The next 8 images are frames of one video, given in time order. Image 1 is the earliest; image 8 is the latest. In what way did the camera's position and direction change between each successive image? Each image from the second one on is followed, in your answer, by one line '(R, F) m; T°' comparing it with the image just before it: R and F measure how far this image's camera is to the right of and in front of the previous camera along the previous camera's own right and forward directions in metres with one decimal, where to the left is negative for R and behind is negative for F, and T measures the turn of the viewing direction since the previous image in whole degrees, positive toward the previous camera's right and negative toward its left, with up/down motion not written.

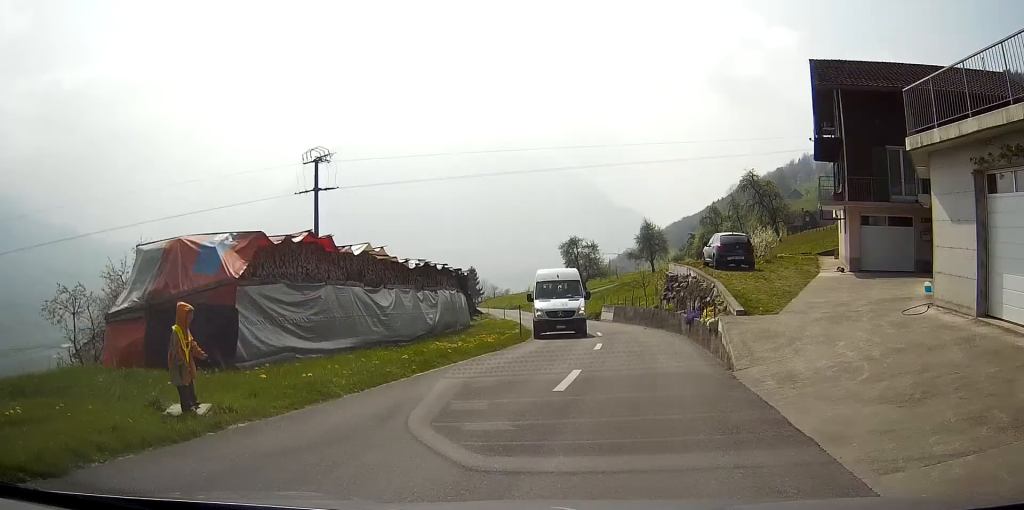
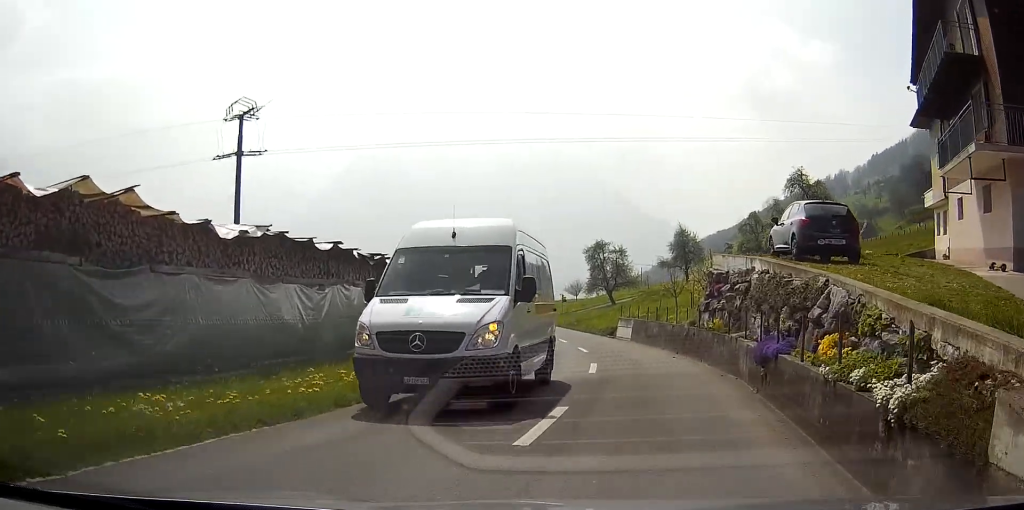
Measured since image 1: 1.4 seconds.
(-0.2, +12.7) m; -2°
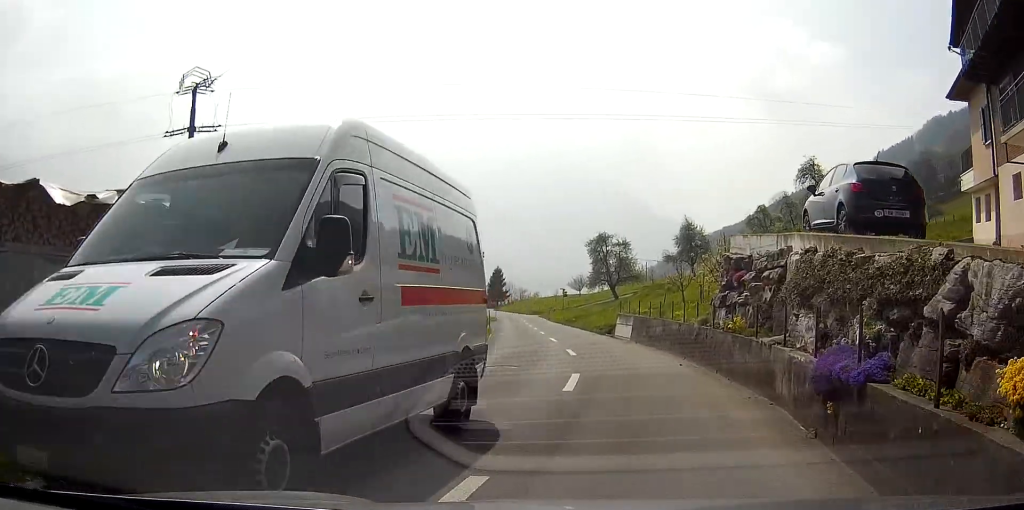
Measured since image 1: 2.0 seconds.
(0.0, +4.2) m; -1°
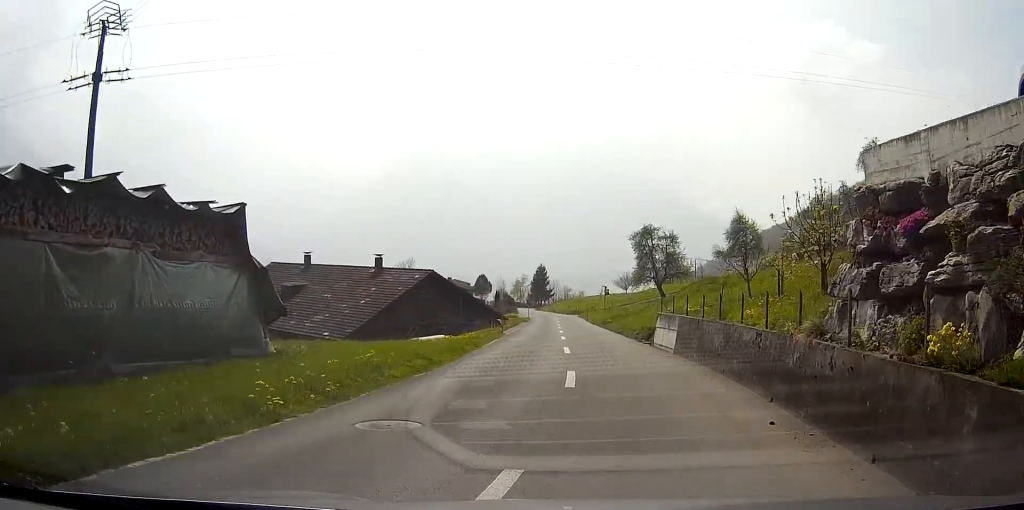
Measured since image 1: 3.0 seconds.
(-0.1, +8.5) m; -4°
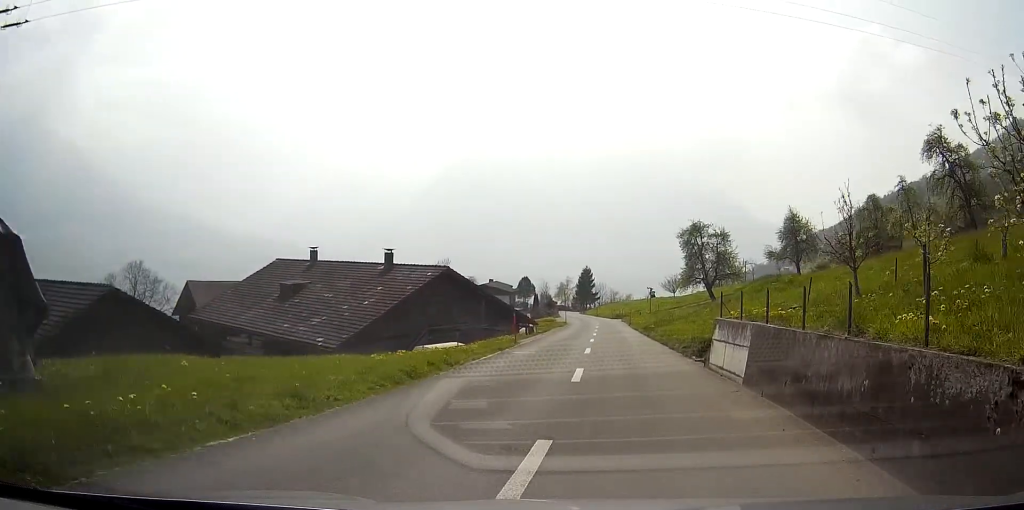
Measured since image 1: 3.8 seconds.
(-0.3, +7.0) m; -3°
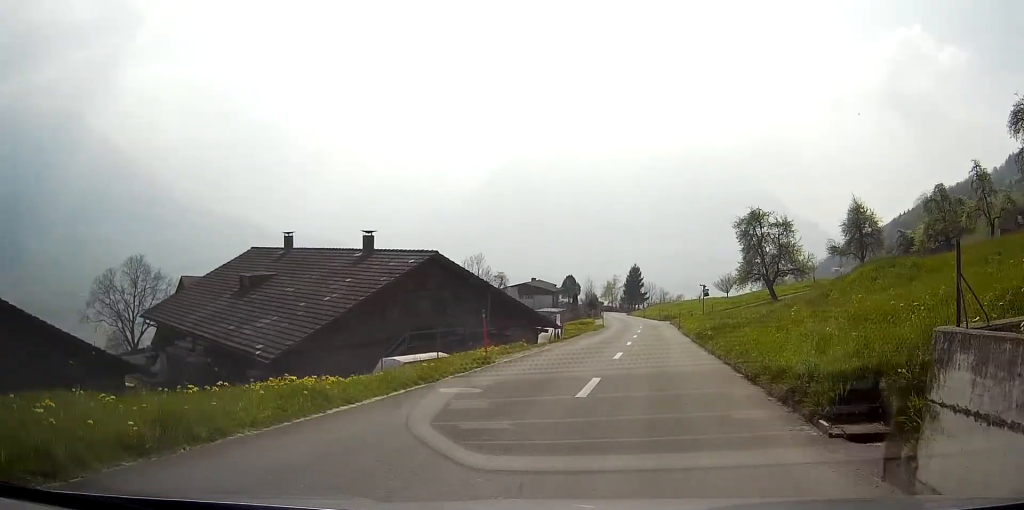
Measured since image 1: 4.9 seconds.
(-0.3, +10.5) m; -2°
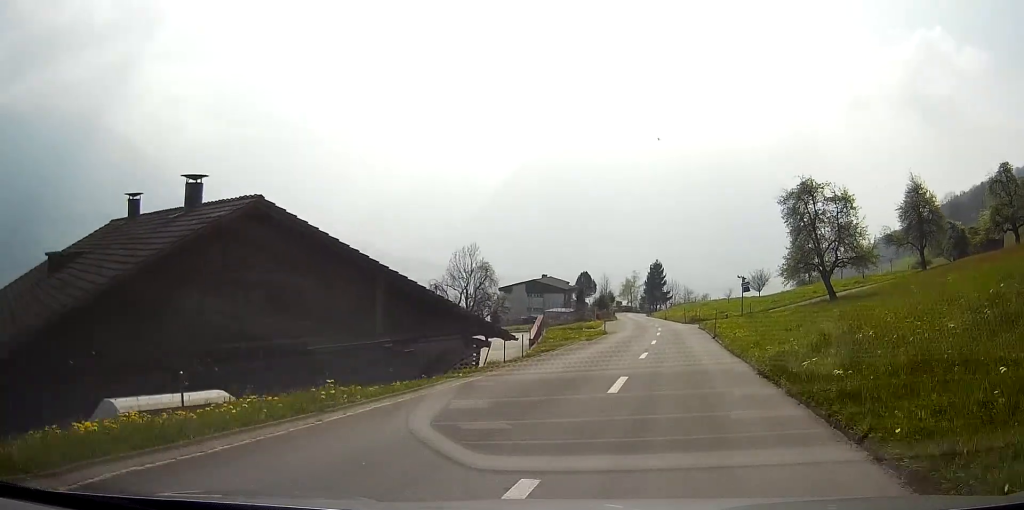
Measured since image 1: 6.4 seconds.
(-0.1, +16.1) m; -3°
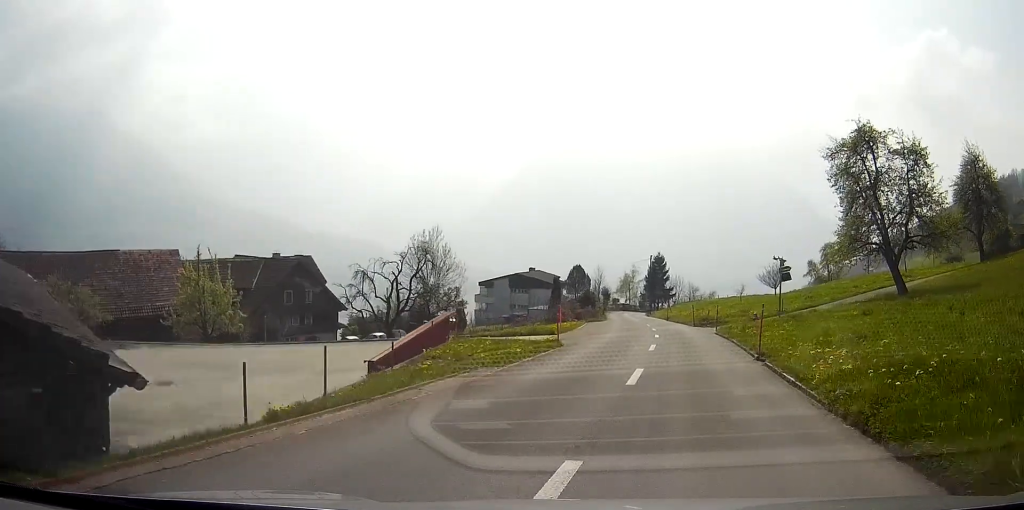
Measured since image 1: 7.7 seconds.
(-0.5, +16.6) m; -2°
